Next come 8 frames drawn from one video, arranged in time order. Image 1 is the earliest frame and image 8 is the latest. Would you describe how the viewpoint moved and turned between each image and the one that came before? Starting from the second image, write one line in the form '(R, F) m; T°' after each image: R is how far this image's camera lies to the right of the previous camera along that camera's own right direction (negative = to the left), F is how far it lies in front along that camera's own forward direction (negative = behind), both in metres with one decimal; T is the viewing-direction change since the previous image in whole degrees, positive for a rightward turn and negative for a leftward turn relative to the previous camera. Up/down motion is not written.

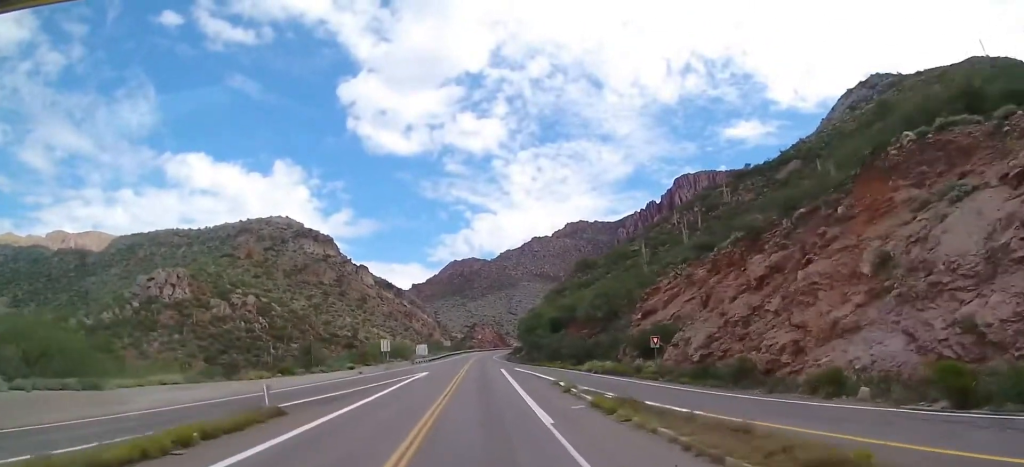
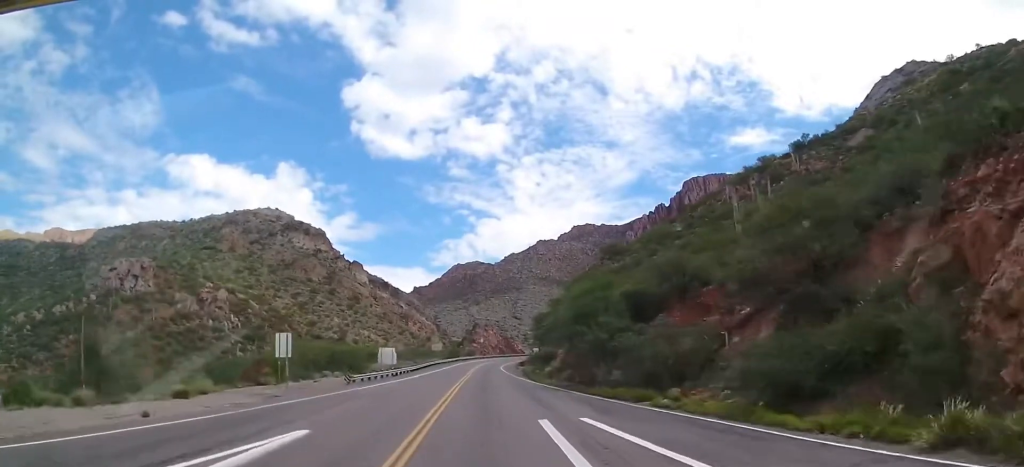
(-0.4, +40.2) m; 0°
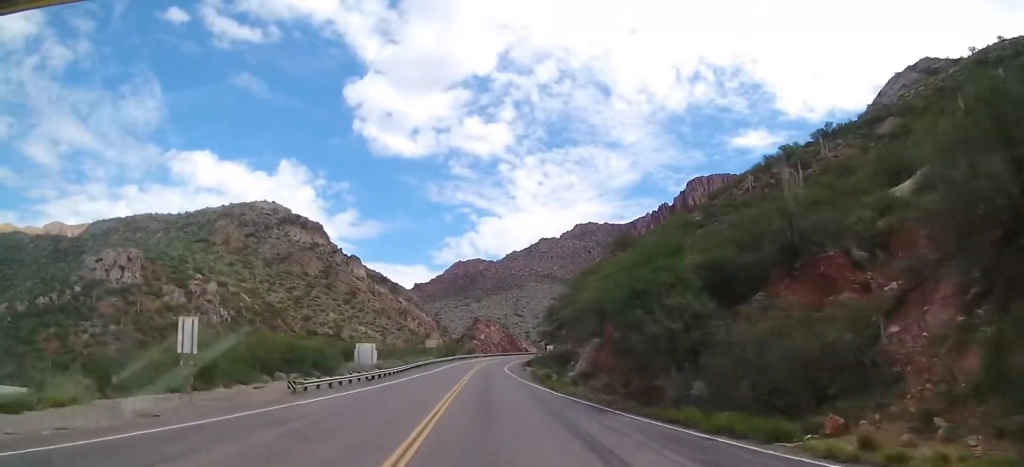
(0.0, +12.8) m; 0°
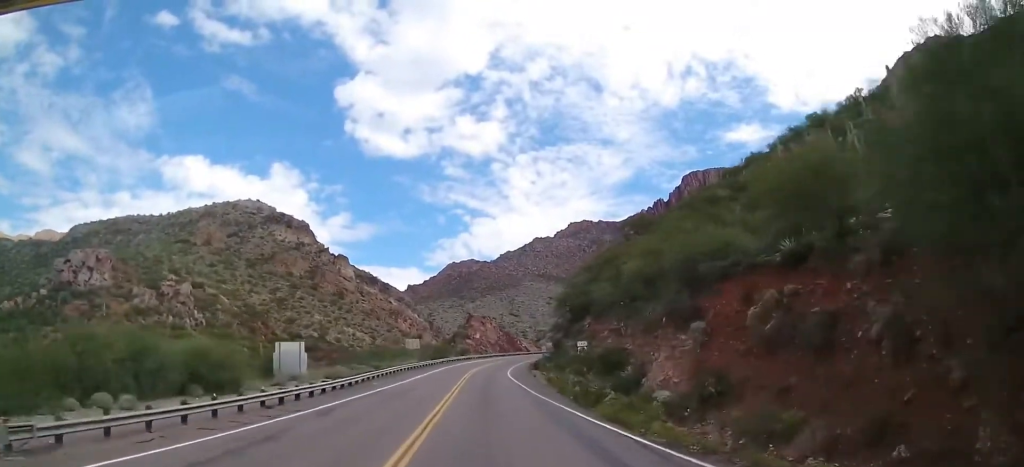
(+0.2, +20.2) m; +1°
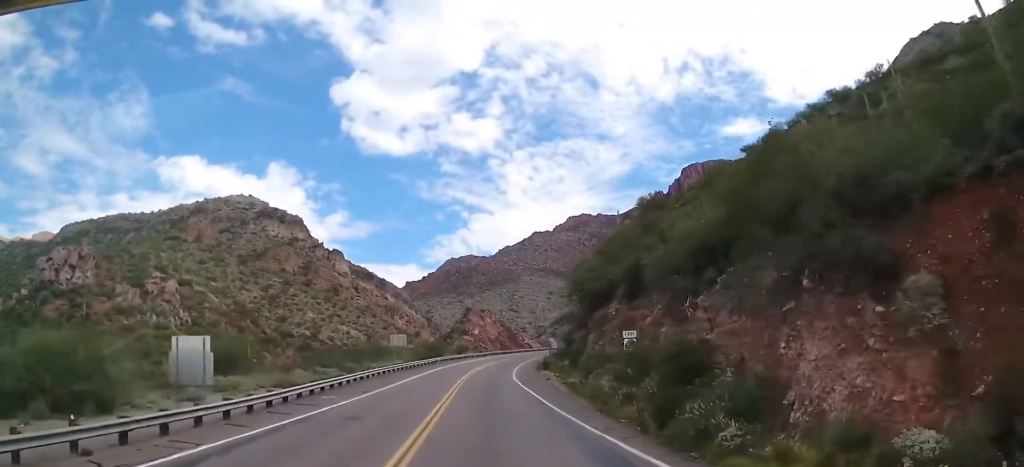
(0.0, +12.0) m; 0°
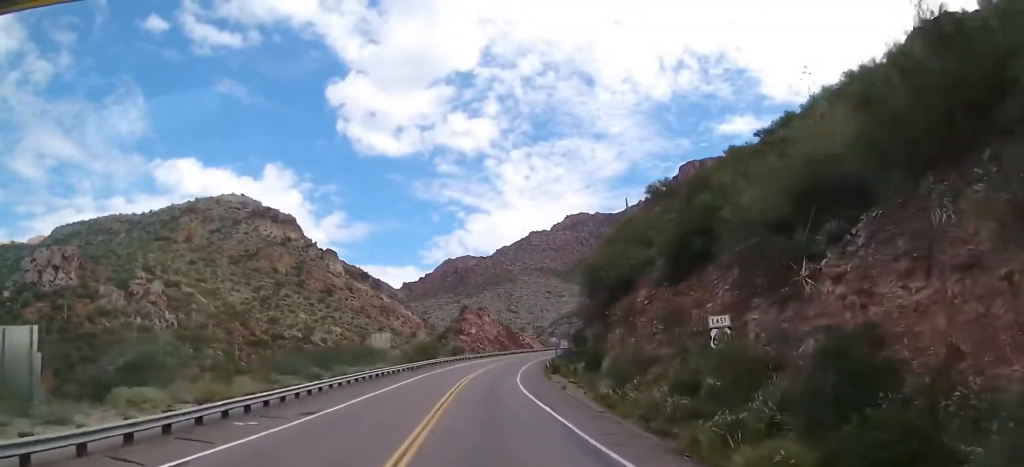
(0.0, +9.8) m; 0°
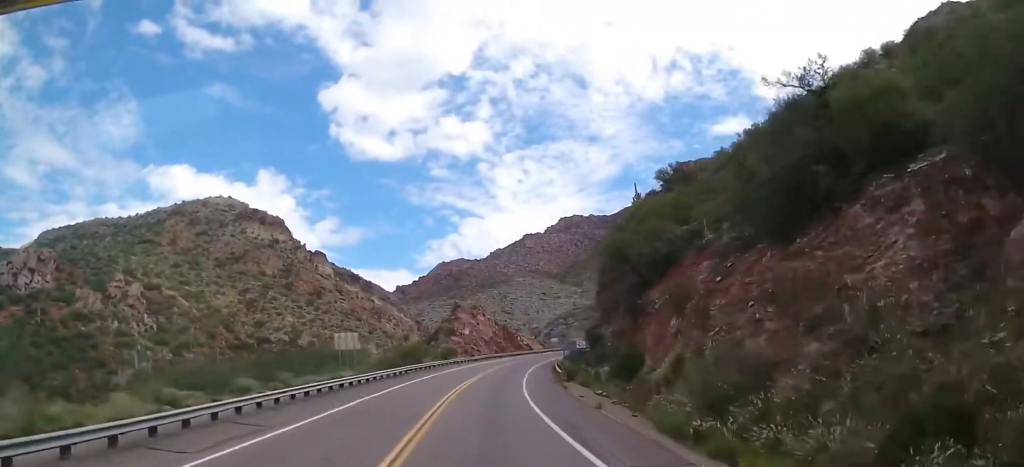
(+0.1, +12.0) m; +1°
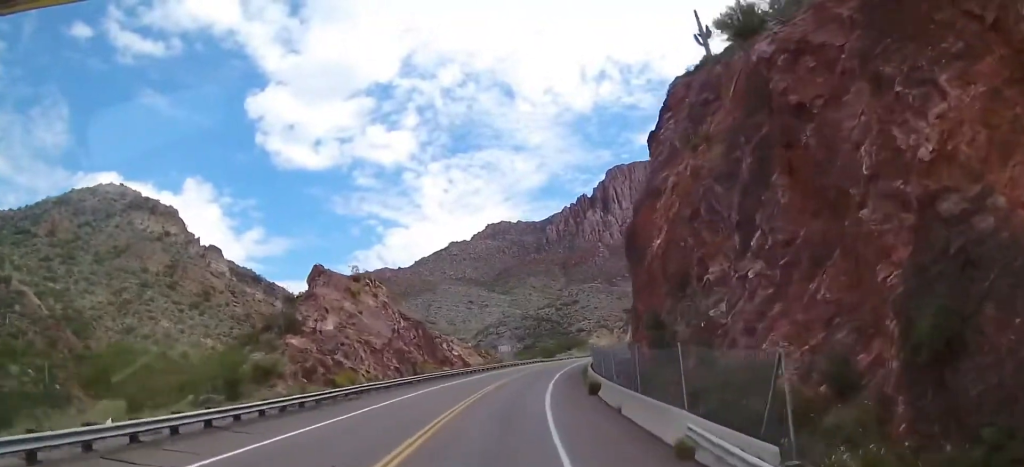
(+2.6, +57.8) m; +10°
